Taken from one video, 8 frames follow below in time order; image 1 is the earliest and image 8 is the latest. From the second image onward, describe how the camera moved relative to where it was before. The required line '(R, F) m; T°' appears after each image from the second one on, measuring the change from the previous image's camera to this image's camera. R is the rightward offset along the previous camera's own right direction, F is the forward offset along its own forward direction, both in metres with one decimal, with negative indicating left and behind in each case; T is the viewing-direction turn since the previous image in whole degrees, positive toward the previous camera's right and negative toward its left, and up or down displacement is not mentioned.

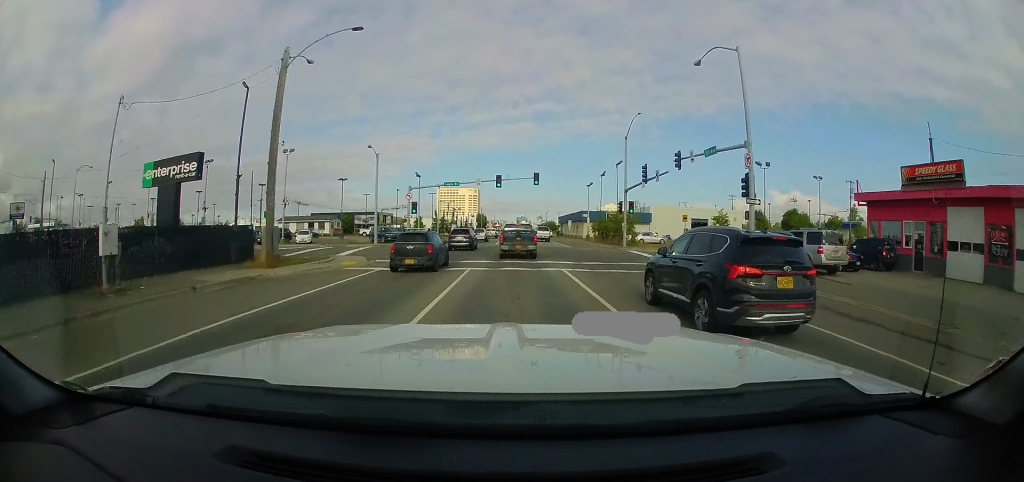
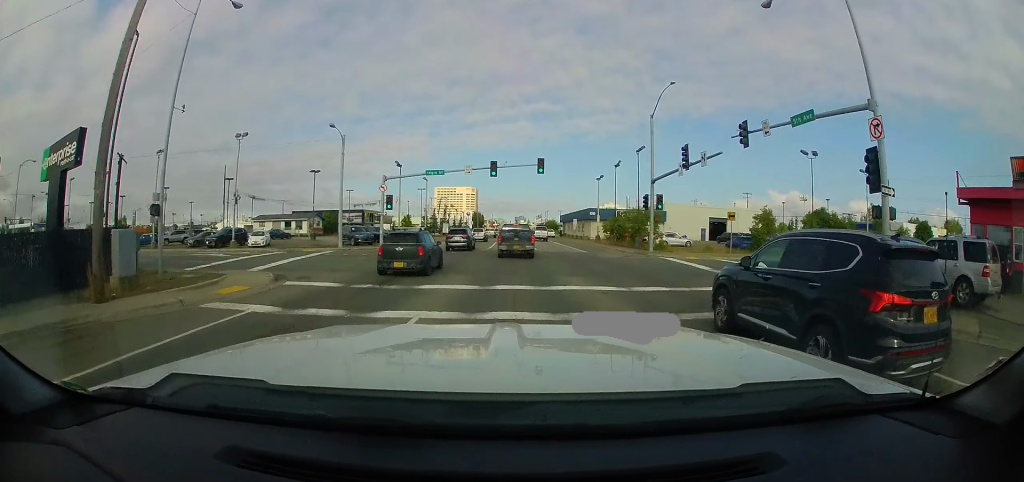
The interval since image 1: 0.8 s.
(+0.1, +8.9) m; +2°
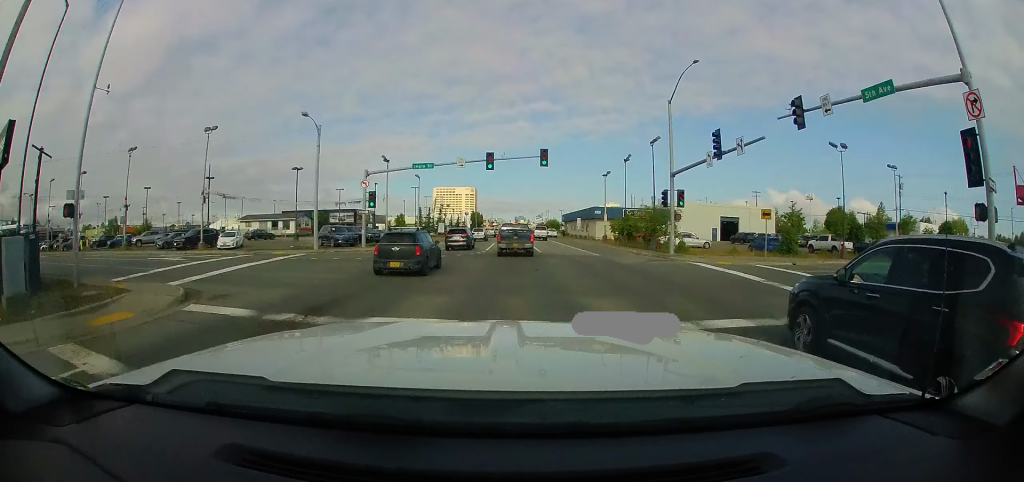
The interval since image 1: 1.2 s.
(0.0, +4.6) m; +2°
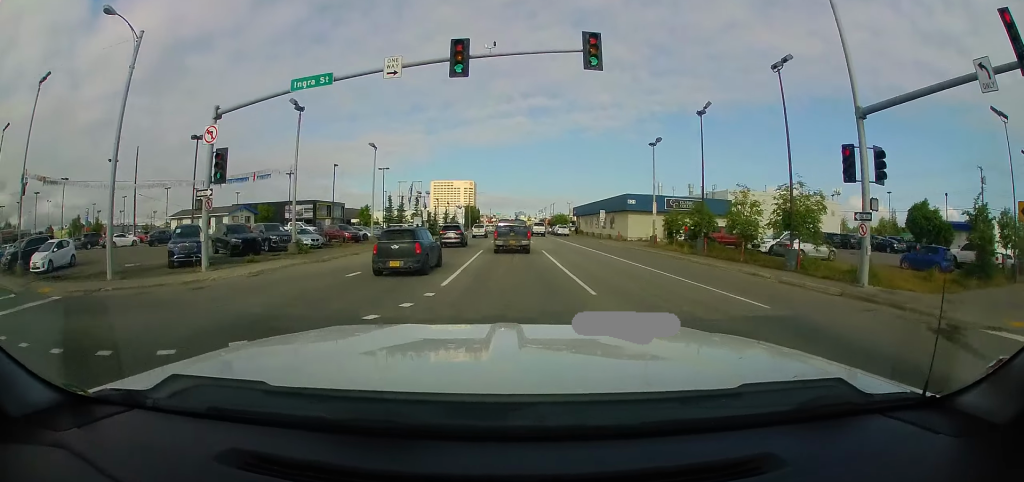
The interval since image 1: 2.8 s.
(+0.6, +18.4) m; +1°
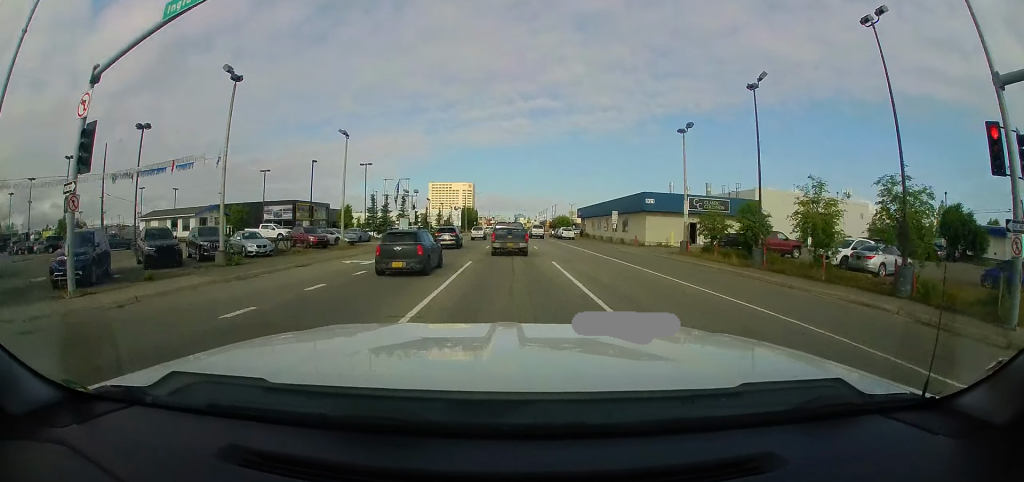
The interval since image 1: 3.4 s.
(0.0, +6.8) m; -1°
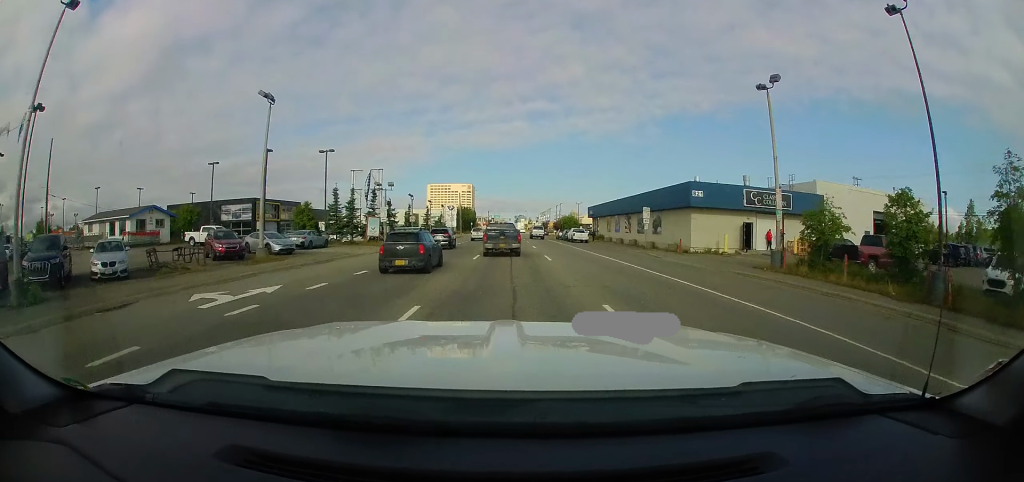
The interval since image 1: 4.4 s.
(-0.2, +11.0) m; -1°
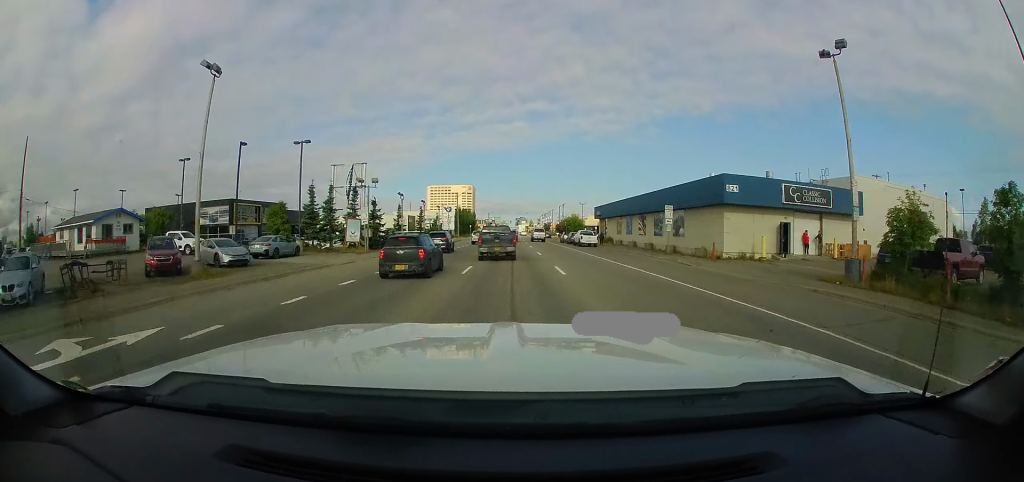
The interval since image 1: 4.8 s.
(0.0, +5.0) m; 0°
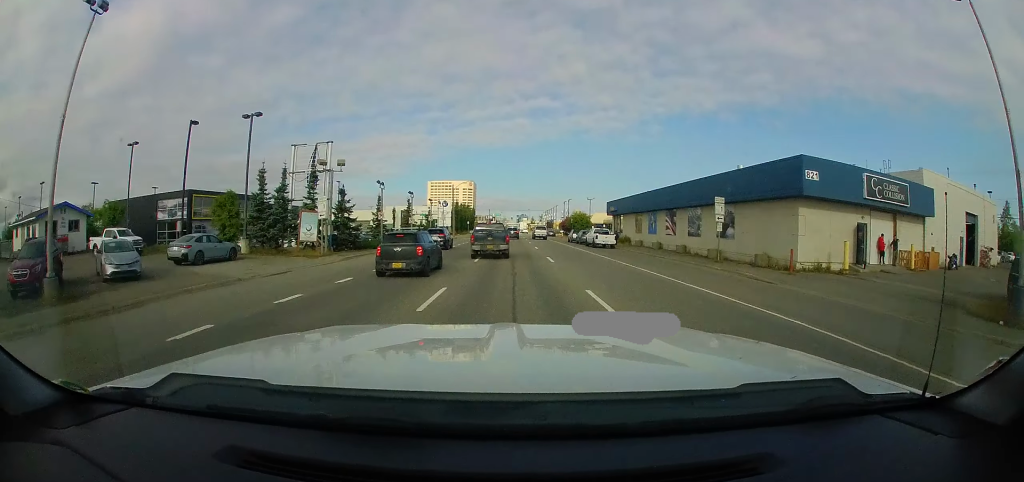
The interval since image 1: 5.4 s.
(0.0, +7.4) m; 0°
